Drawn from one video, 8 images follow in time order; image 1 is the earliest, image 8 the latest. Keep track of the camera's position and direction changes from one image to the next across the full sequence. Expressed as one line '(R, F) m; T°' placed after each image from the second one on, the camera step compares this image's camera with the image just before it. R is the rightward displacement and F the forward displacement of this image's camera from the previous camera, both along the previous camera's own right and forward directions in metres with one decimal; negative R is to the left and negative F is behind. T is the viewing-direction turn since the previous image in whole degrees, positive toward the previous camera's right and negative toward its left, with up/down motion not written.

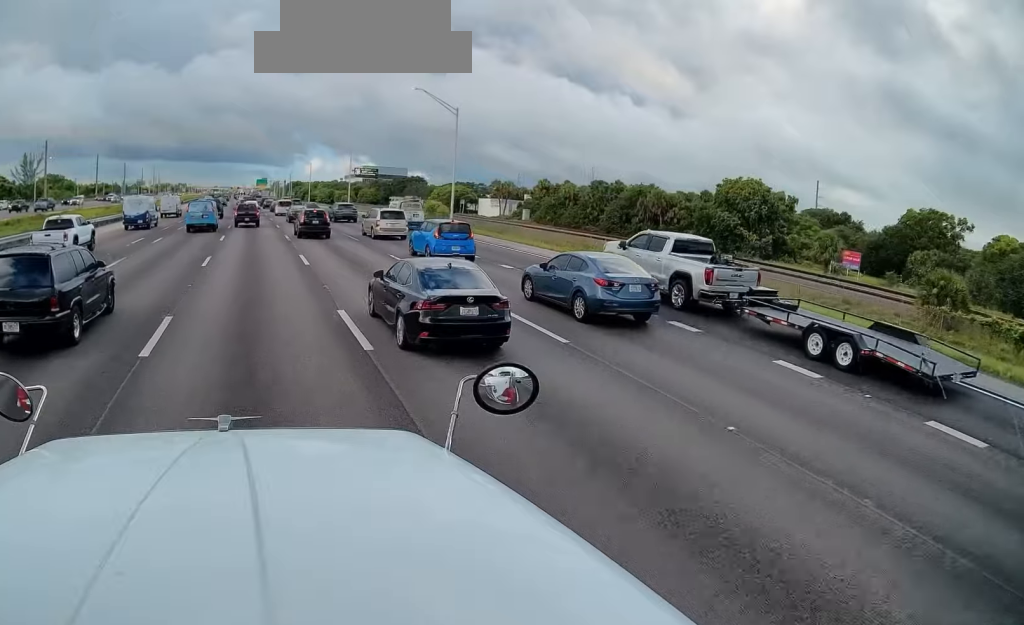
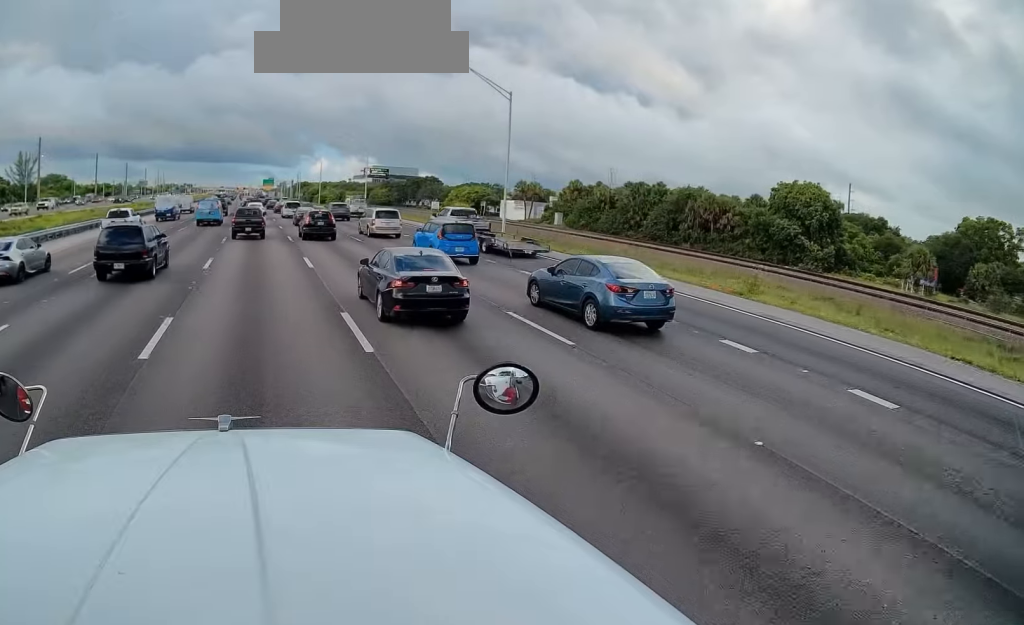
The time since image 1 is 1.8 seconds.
(-0.2, +14.3) m; +1°
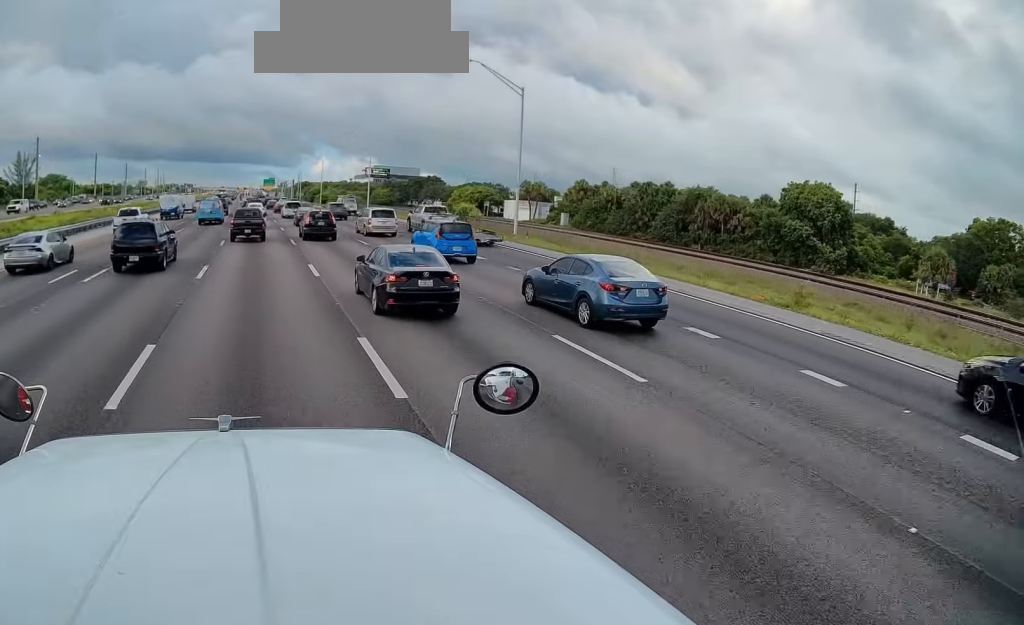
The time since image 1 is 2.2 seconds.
(+0.1, +2.8) m; 0°
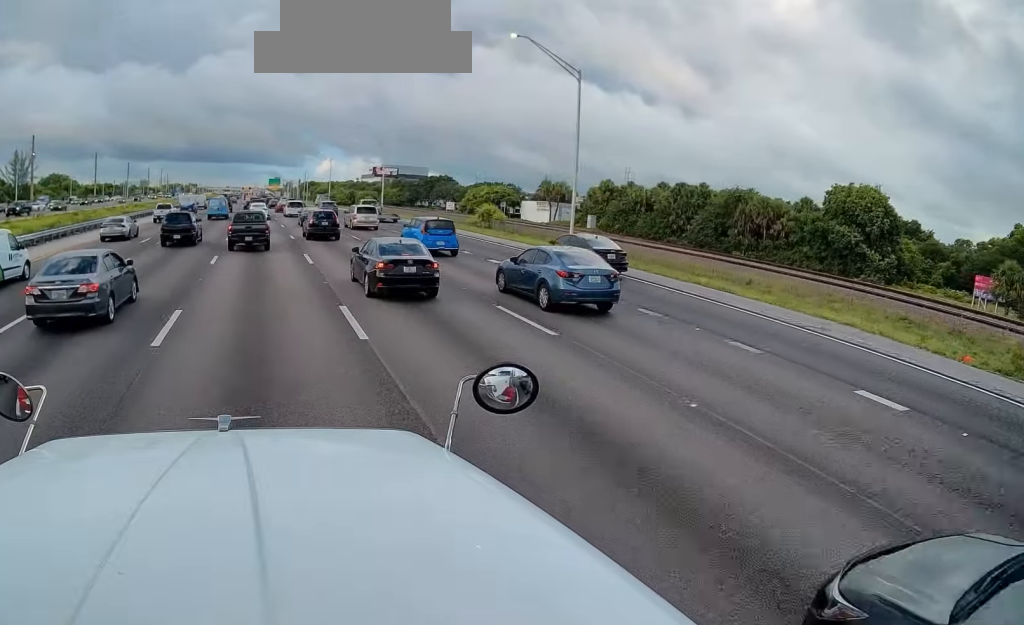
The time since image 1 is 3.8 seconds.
(-0.3, +10.1) m; -3°
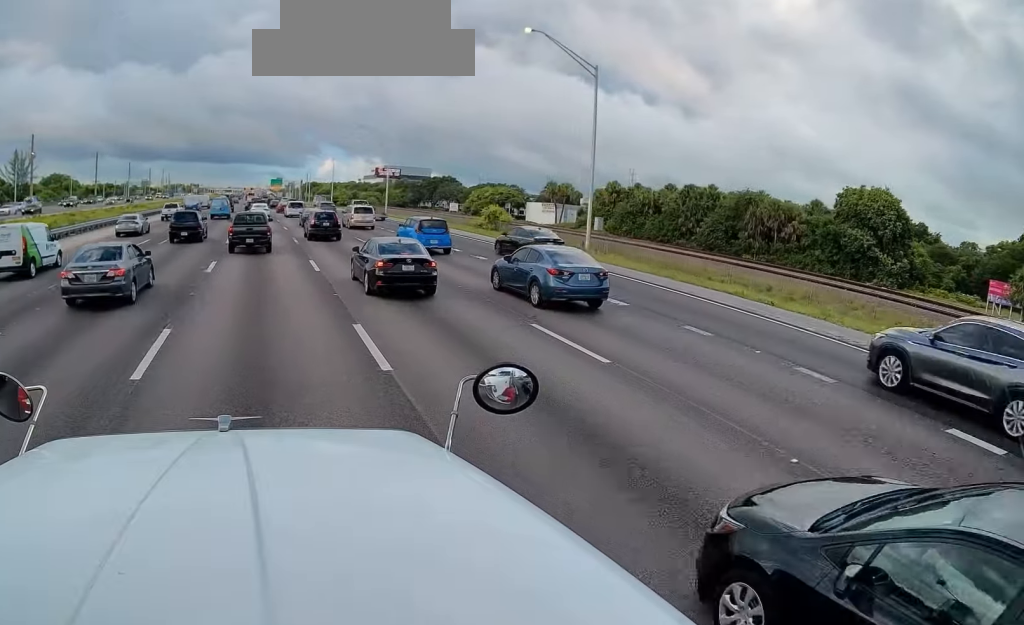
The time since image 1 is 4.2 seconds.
(0.0, +2.2) m; 0°
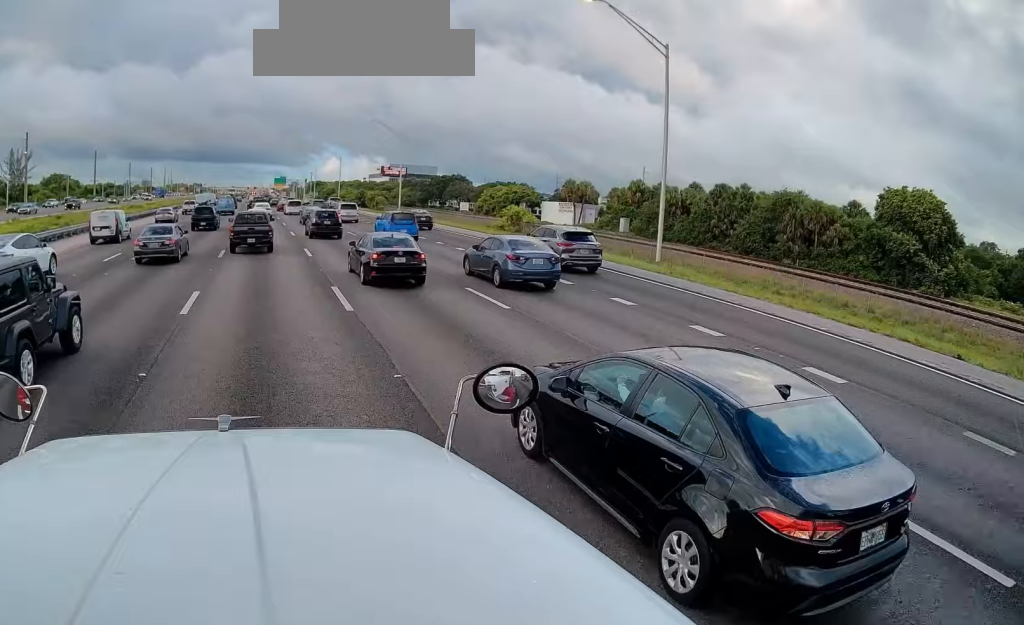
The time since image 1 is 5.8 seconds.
(0.0, +8.3) m; 0°
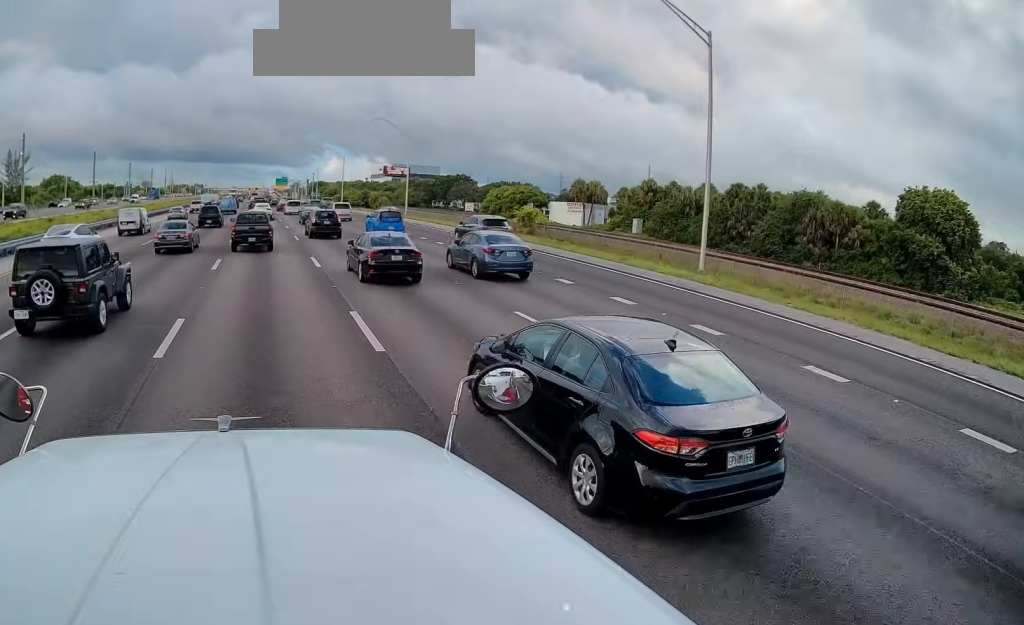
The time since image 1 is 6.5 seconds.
(0.0, +4.0) m; 0°
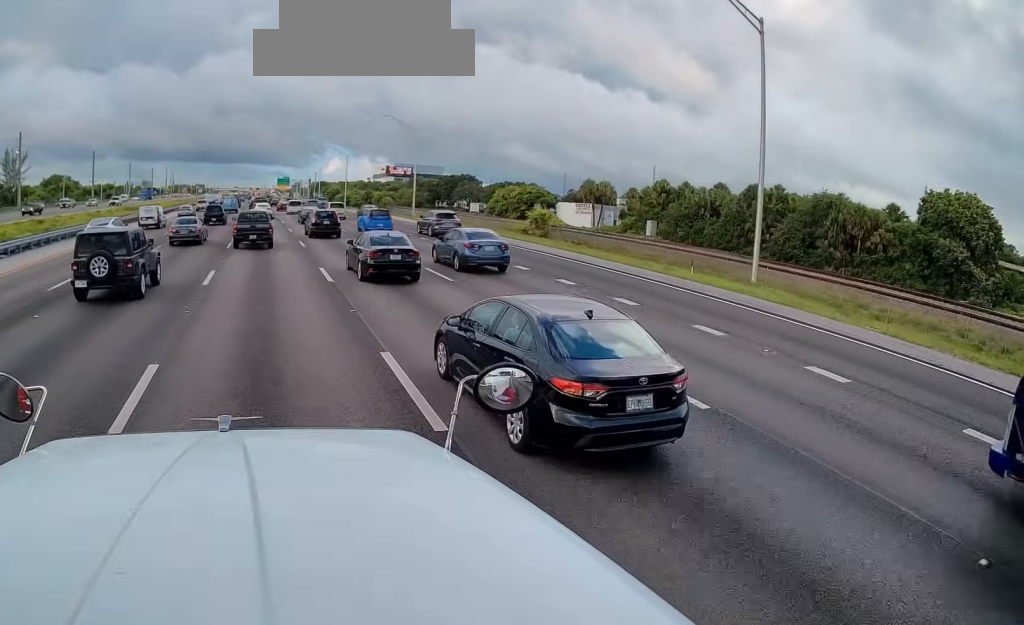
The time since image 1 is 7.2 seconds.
(0.0, +3.9) m; 0°
